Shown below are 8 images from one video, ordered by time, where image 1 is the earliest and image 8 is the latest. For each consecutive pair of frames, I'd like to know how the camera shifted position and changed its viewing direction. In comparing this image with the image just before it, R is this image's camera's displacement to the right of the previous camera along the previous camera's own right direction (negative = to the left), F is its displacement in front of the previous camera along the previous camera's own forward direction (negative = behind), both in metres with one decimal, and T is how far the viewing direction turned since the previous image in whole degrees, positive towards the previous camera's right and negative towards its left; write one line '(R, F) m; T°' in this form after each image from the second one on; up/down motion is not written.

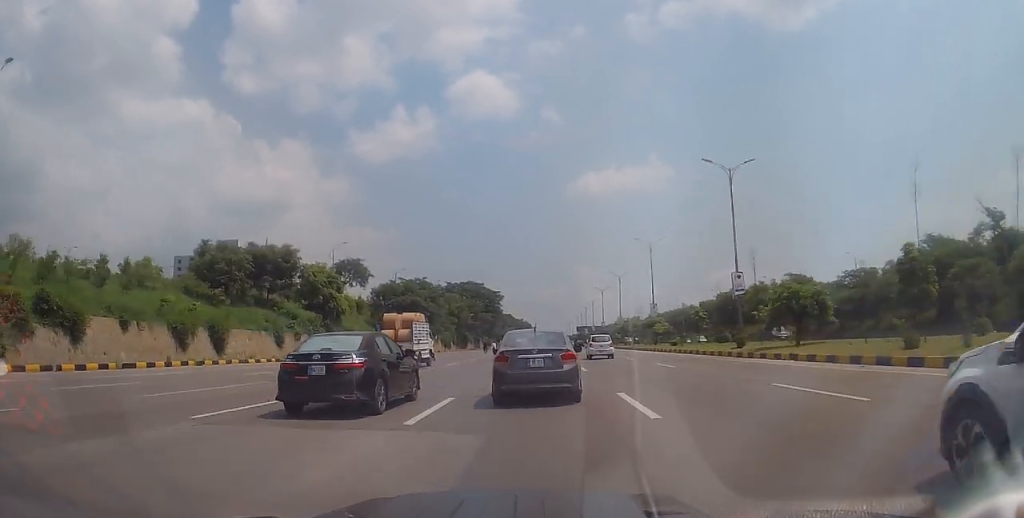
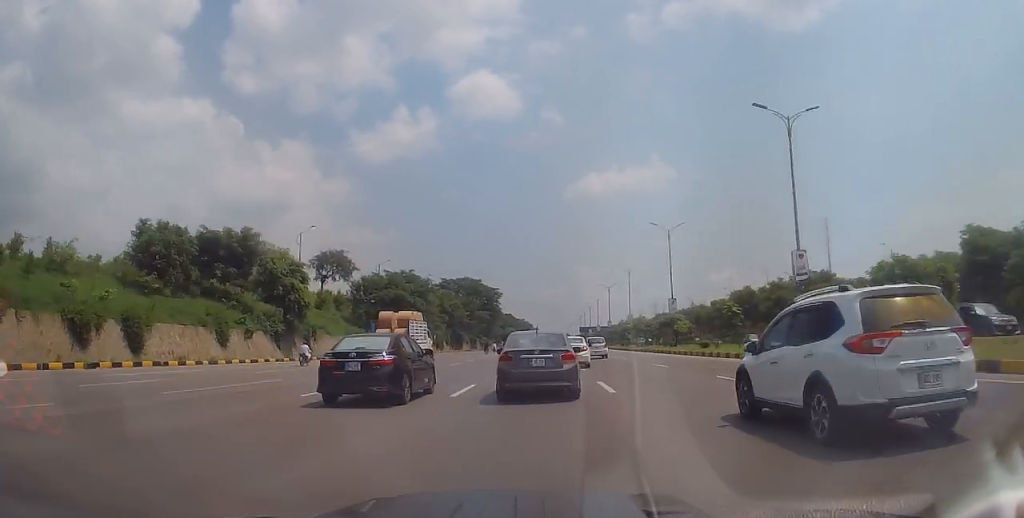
(0.0, +11.0) m; 0°
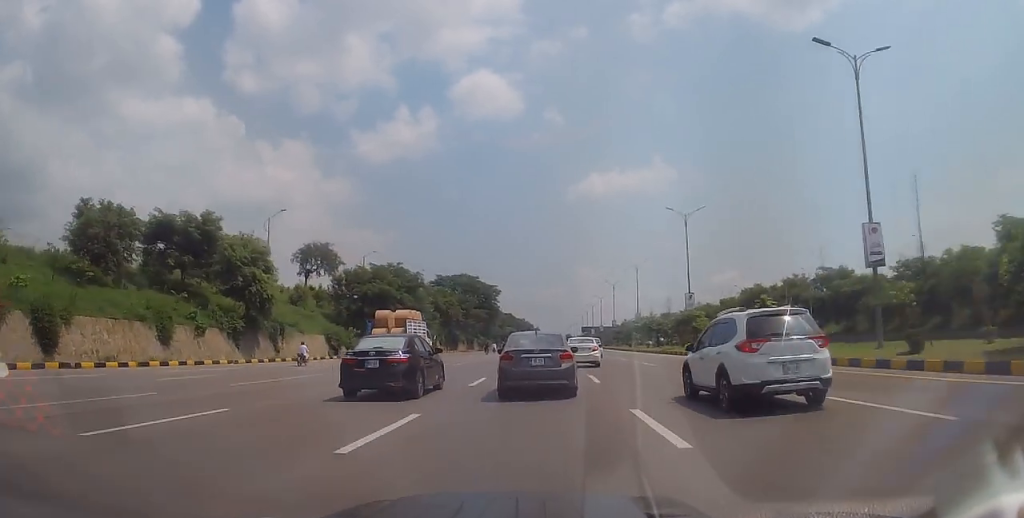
(0.0, +8.0) m; 0°
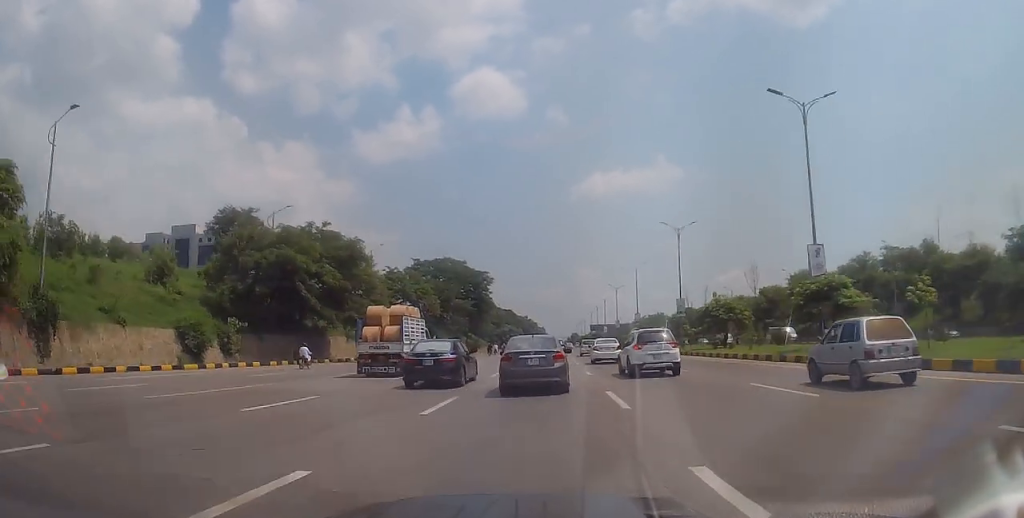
(-0.8, +28.4) m; -1°
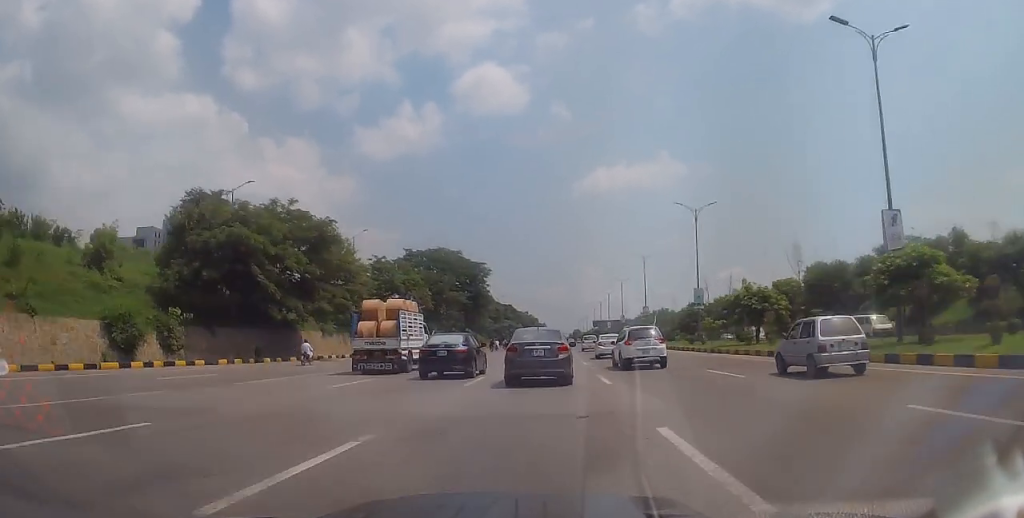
(0.0, +7.5) m; 0°
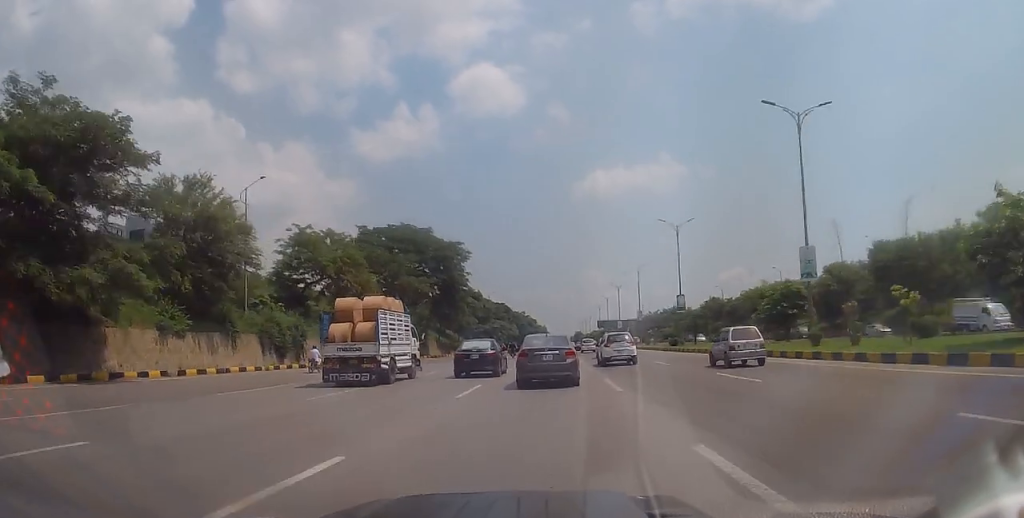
(+0.3, +25.9) m; 0°
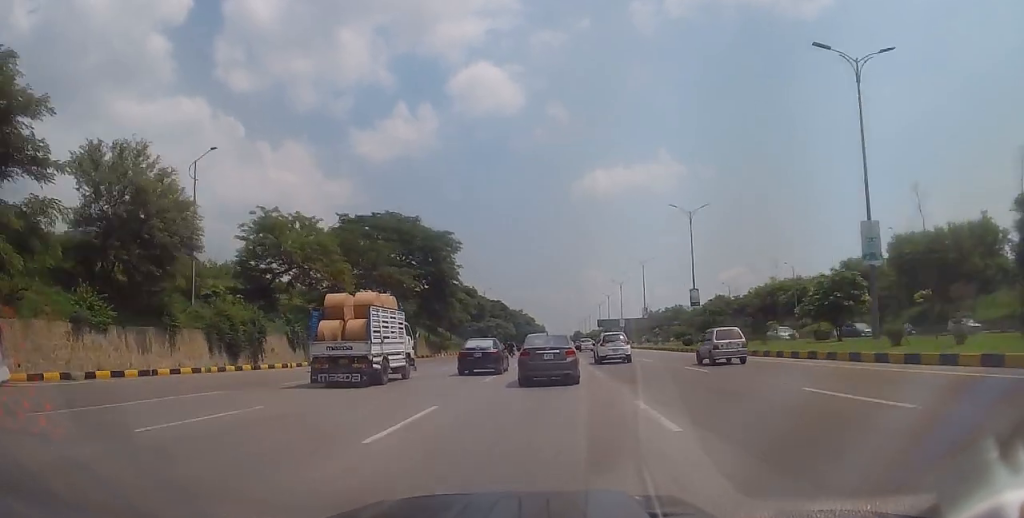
(0.0, +7.2) m; 0°
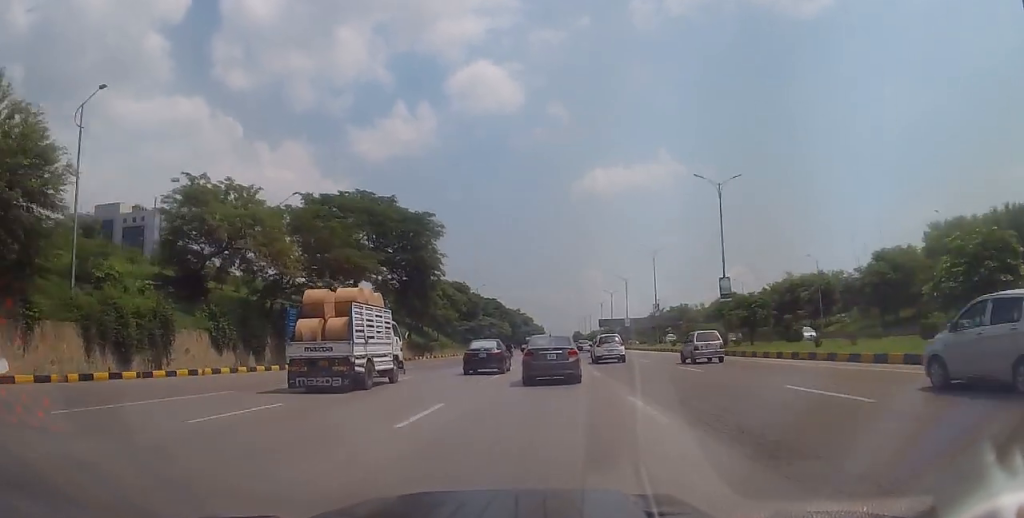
(0.0, +11.4) m; 0°
